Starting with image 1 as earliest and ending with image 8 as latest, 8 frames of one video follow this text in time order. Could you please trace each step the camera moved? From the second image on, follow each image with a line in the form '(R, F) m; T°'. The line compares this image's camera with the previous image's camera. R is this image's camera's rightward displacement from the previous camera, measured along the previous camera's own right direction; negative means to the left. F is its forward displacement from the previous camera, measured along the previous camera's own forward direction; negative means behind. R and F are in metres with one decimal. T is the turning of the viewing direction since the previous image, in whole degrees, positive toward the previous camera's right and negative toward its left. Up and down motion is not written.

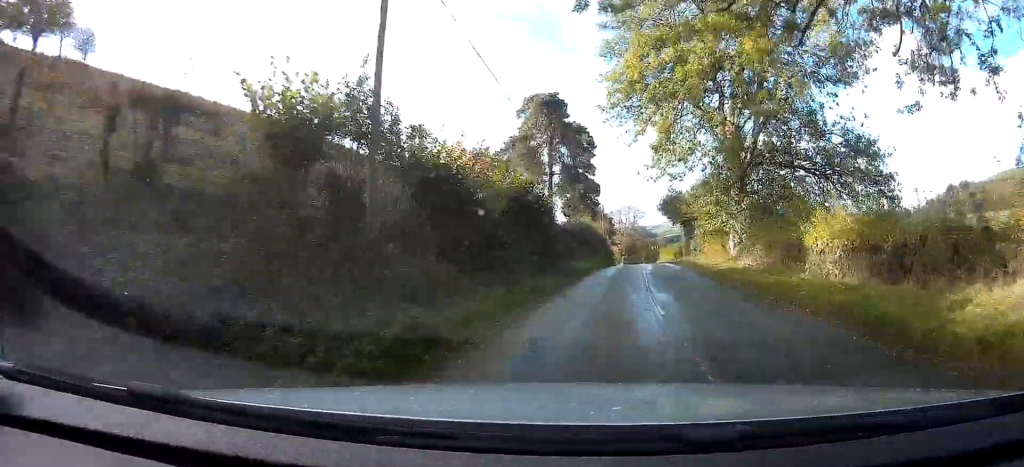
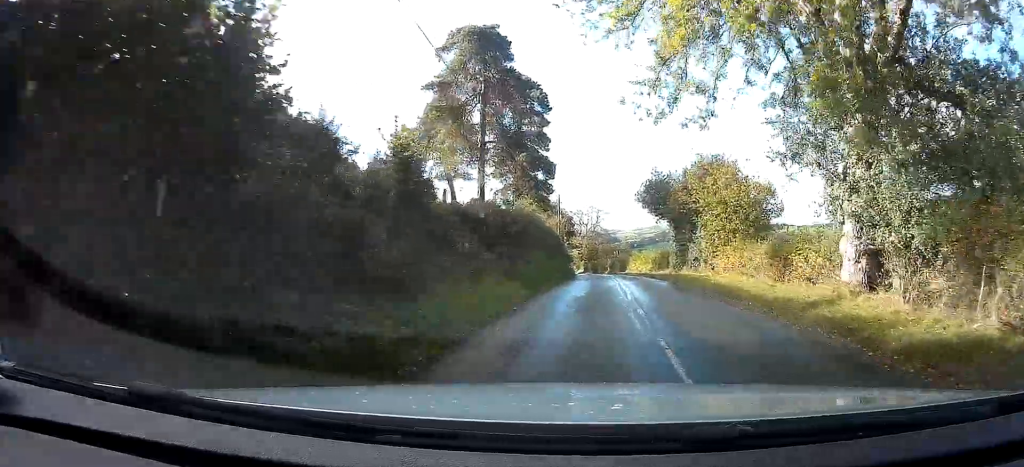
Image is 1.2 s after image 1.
(+1.0, +16.3) m; +4°
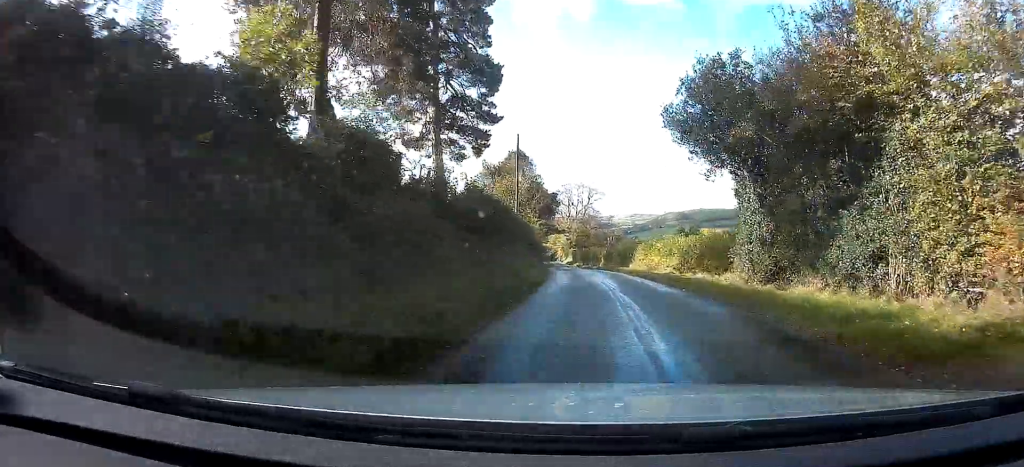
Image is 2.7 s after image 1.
(0.0, +22.0) m; 0°
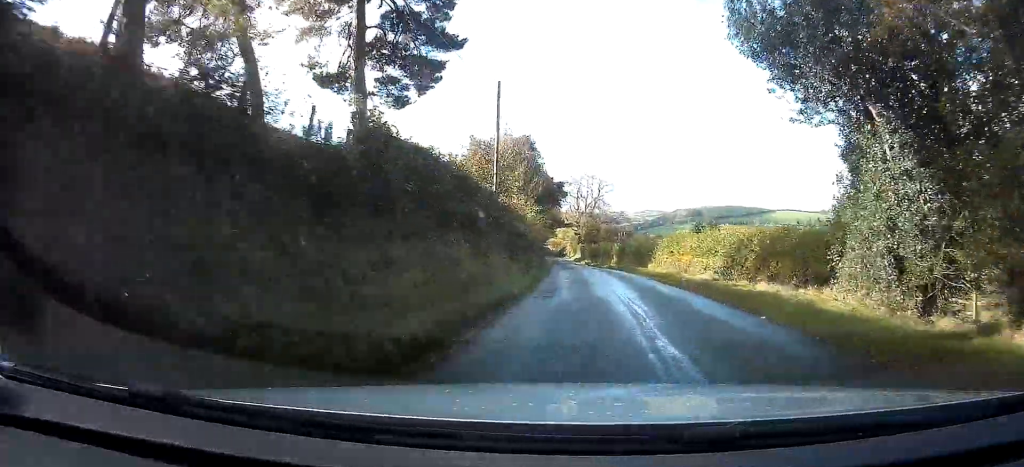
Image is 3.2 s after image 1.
(0.0, +8.9) m; 0°
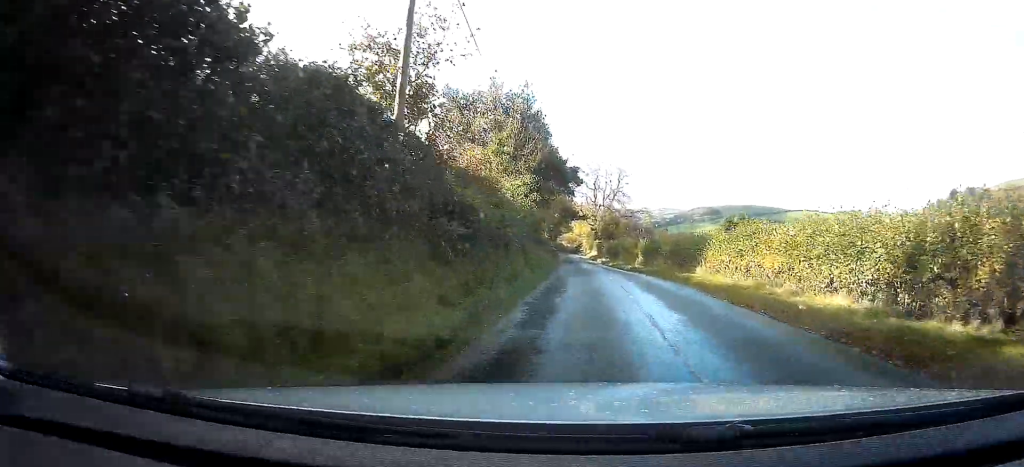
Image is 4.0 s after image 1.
(+0.2, +12.0) m; -1°
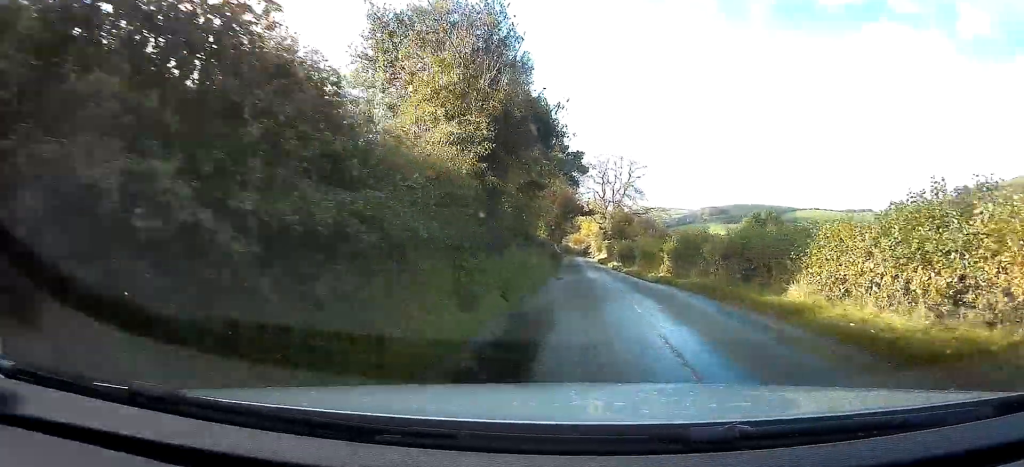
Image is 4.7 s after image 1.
(-0.3, +11.5) m; -2°
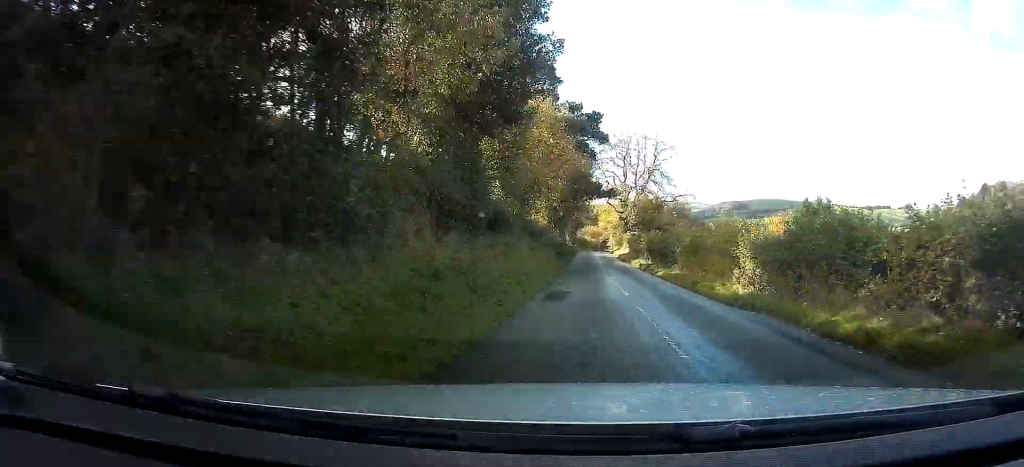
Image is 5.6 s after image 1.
(-0.3, +14.1) m; -2°
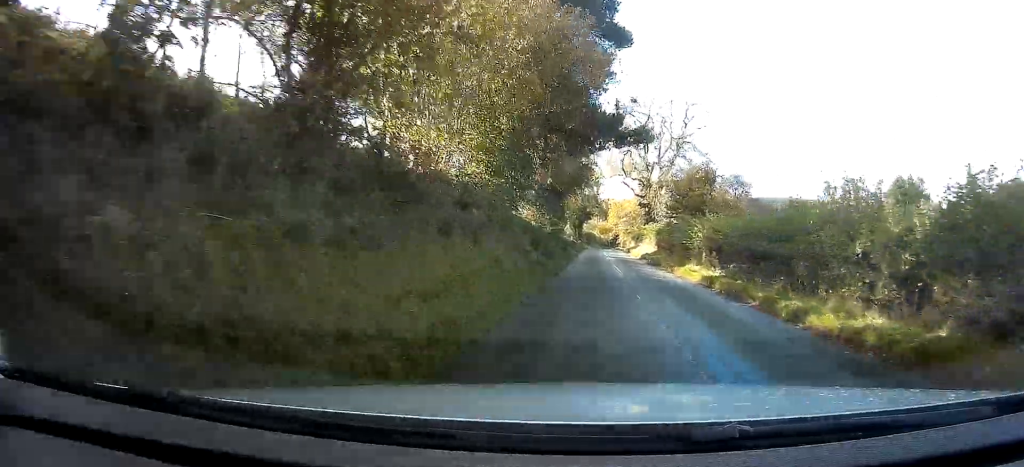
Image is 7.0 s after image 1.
(-0.2, +20.5) m; -1°
